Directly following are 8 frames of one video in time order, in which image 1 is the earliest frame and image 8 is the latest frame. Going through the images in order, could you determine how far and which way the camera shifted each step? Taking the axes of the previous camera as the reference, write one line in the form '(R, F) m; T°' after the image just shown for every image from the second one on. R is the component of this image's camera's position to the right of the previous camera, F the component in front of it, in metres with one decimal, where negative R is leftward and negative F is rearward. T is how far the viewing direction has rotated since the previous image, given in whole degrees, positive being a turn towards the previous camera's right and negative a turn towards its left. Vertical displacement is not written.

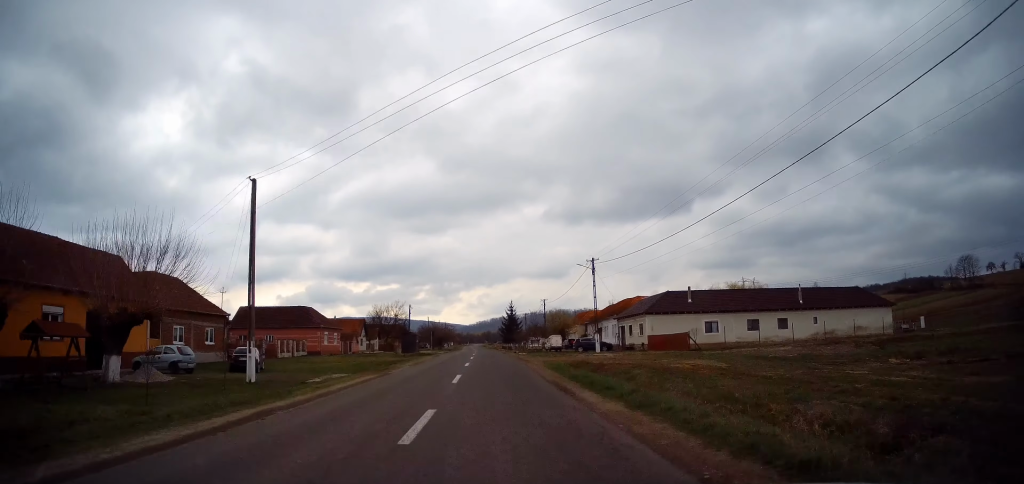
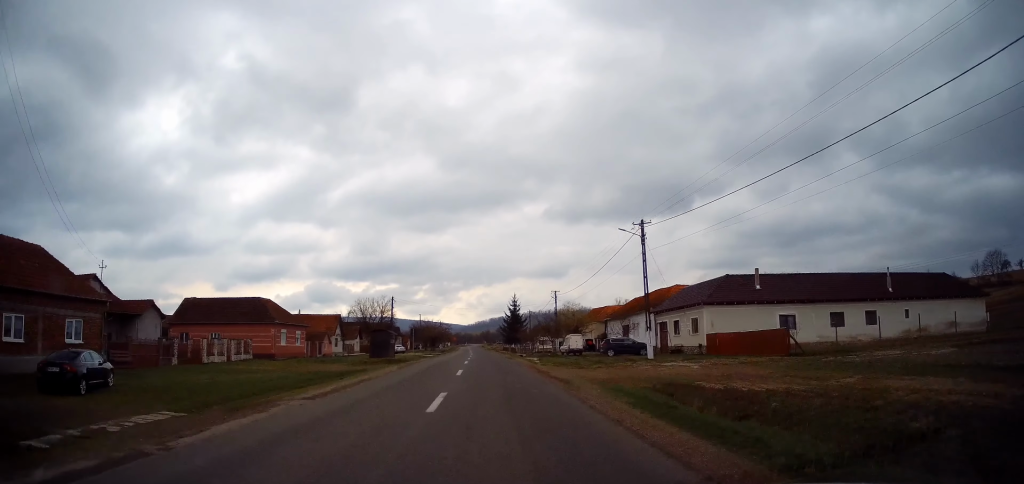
(-0.2, +15.7) m; -1°
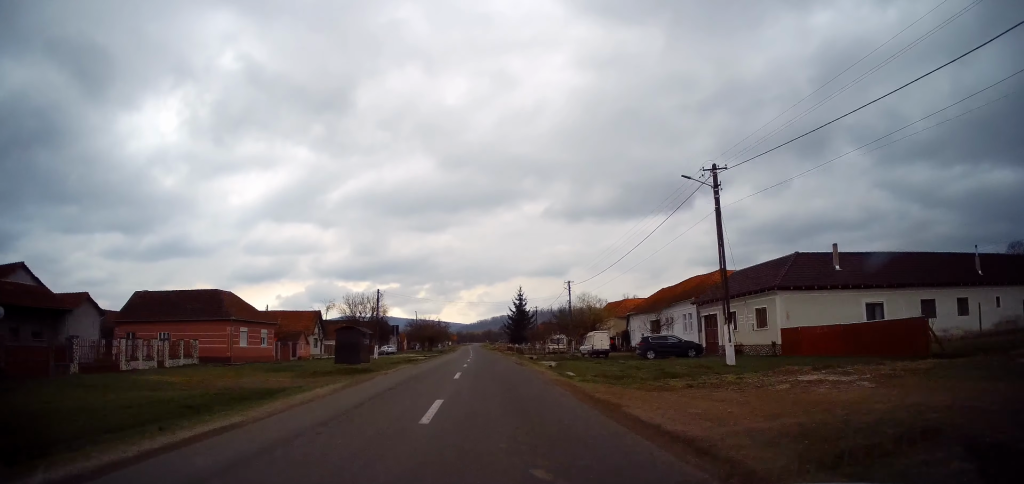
(0.0, +10.9) m; 0°
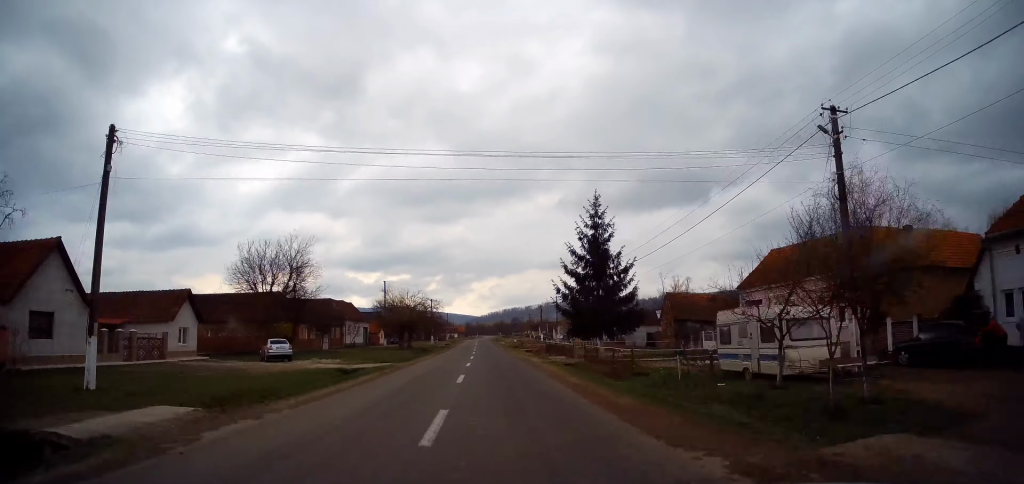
(-0.1, +48.0) m; -1°
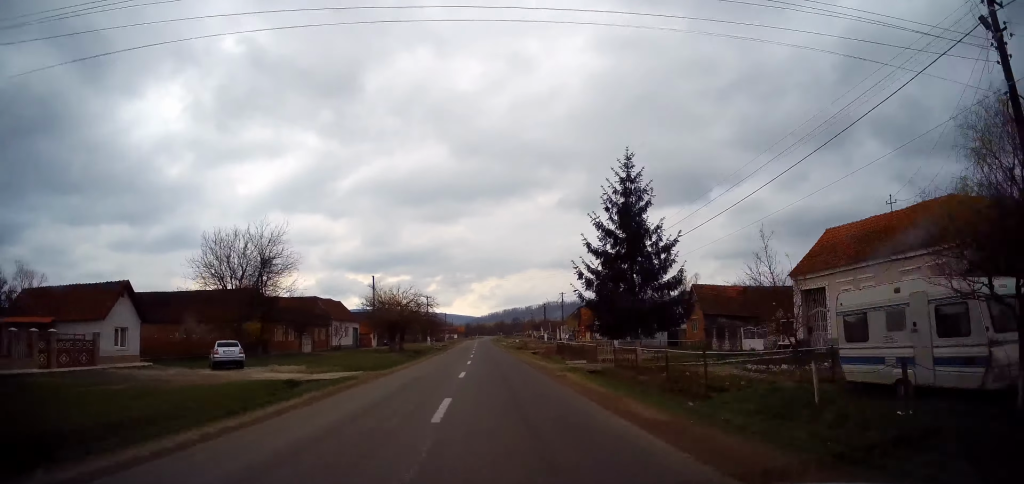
(-0.1, +7.1) m; 0°
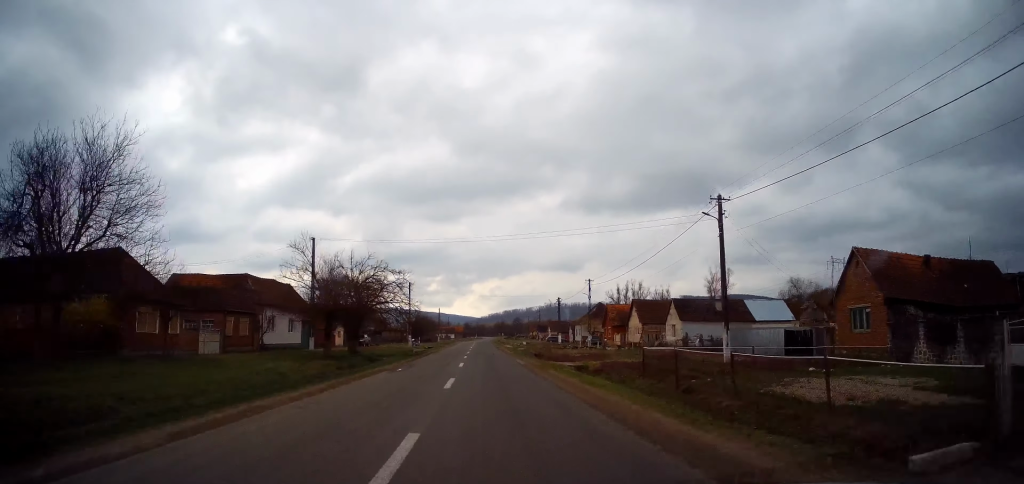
(+0.1, +22.4) m; 0°
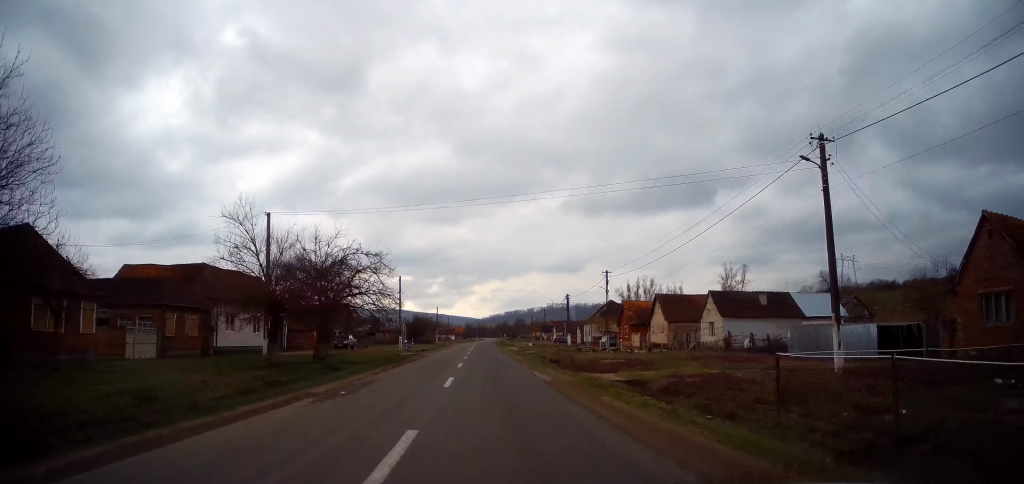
(0.0, +8.8) m; 0°
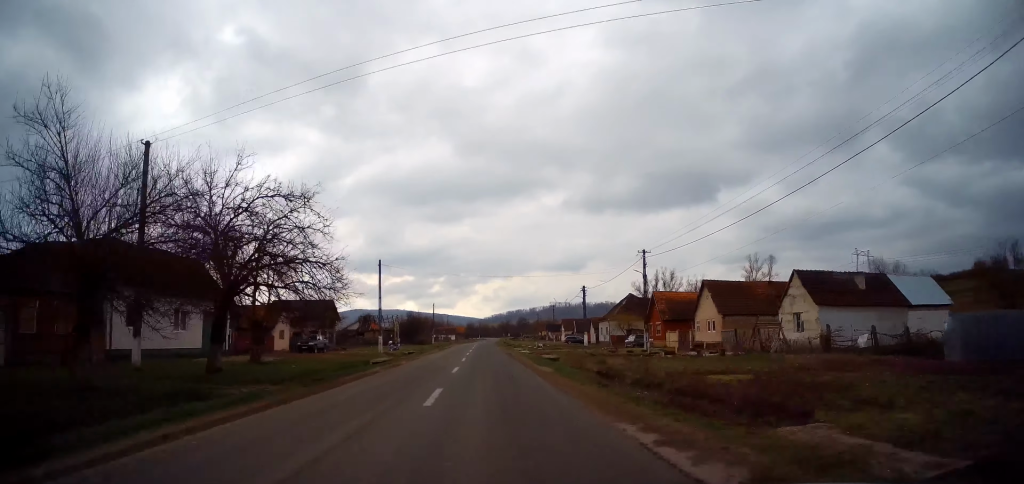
(0.0, +12.6) m; 0°
